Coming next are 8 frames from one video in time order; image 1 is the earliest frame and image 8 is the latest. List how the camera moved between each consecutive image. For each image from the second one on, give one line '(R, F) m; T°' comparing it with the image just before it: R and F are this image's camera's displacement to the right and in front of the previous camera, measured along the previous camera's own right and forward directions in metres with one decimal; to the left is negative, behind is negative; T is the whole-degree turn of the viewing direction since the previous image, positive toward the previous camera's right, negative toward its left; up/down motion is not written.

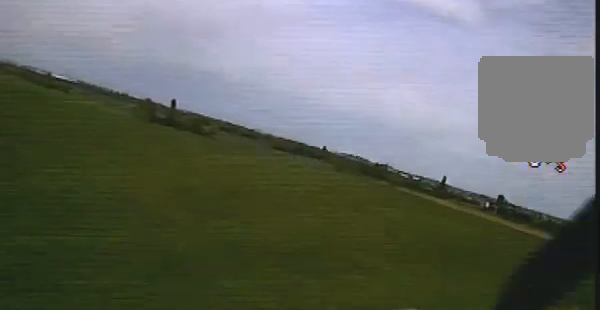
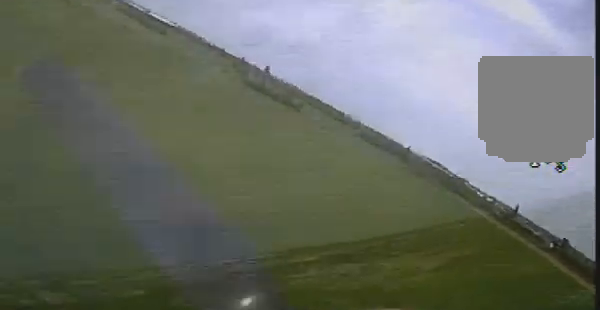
(+0.2, +20.7) m; 0°
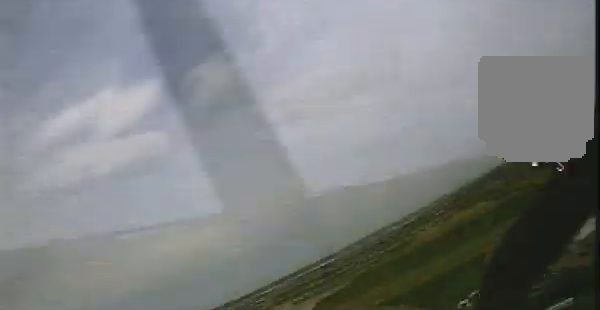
(0.0, +30.4) m; +21°
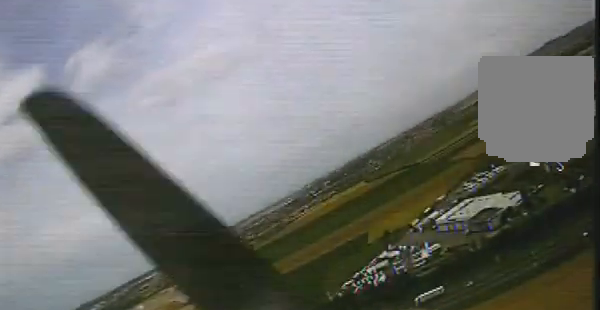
(+1.0, +6.6) m; +25°
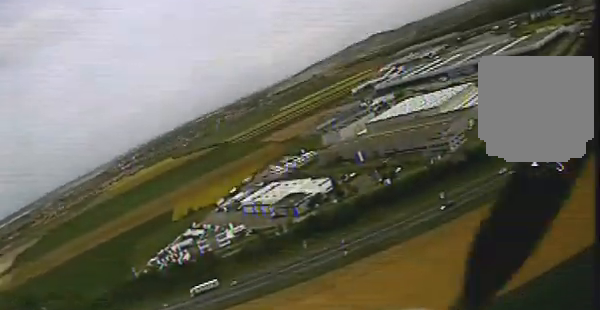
(+5.9, +7.0) m; +42°
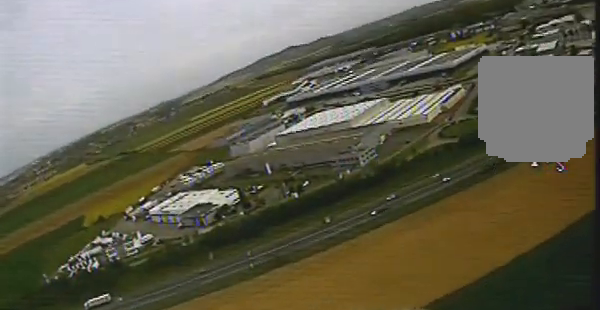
(+0.2, +3.5) m; +2°
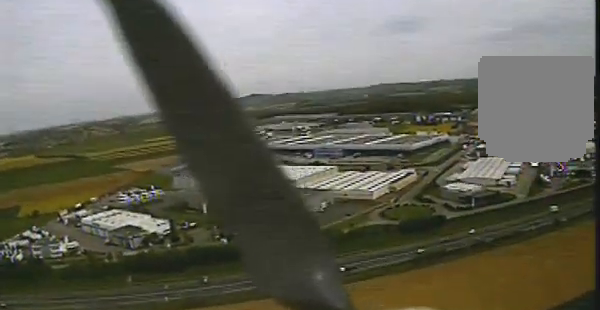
(+0.2, +5.3) m; +7°
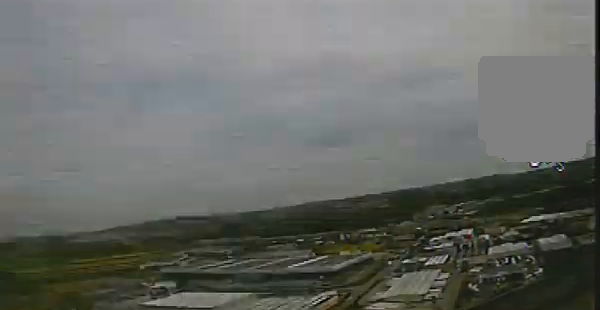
(+1.8, +6.5) m; +32°
